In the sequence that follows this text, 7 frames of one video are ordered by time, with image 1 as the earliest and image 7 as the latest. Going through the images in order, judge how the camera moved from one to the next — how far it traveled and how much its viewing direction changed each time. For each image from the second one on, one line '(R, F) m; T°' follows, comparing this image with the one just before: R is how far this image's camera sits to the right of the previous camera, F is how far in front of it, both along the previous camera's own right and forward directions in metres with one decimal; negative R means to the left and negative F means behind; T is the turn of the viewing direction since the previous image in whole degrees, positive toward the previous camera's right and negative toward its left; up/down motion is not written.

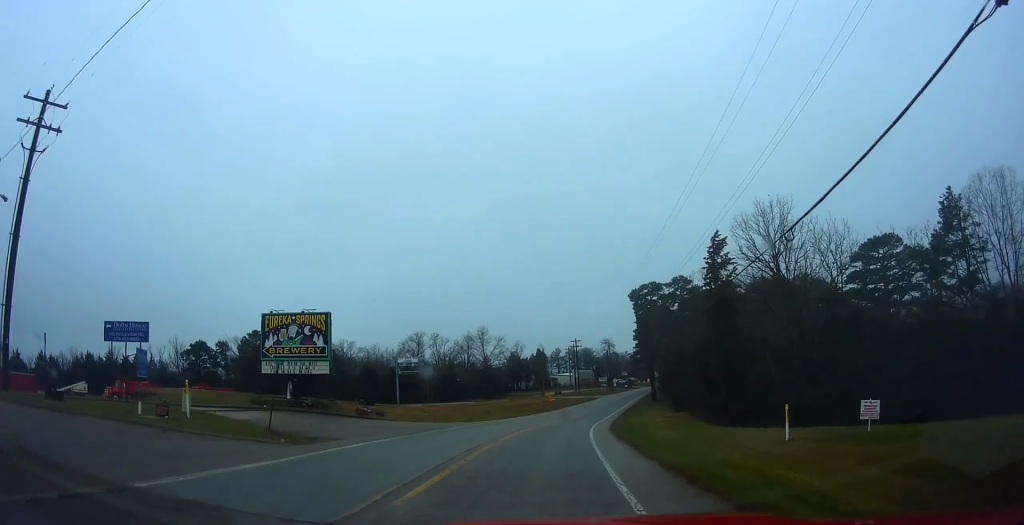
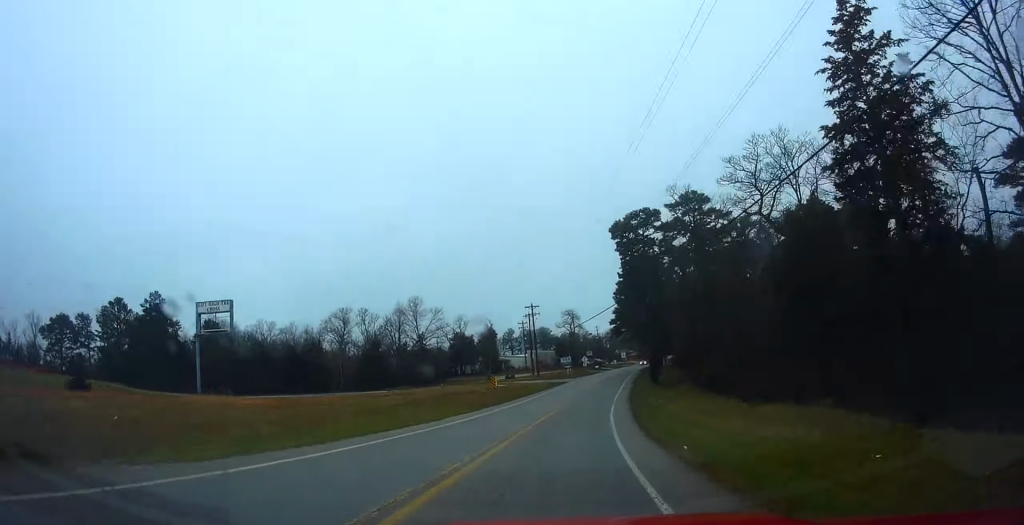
(+0.6, +31.3) m; +5°
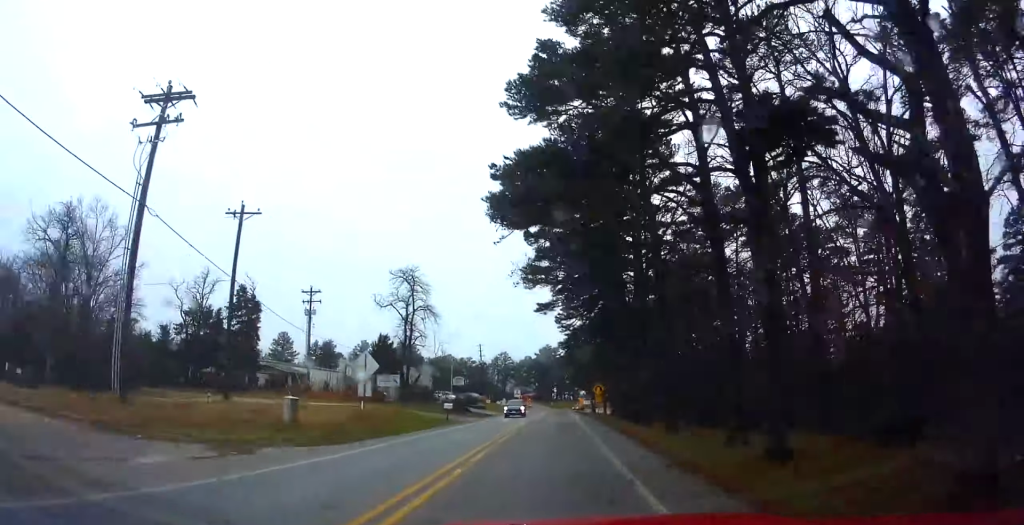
(+6.4, +70.2) m; +8°
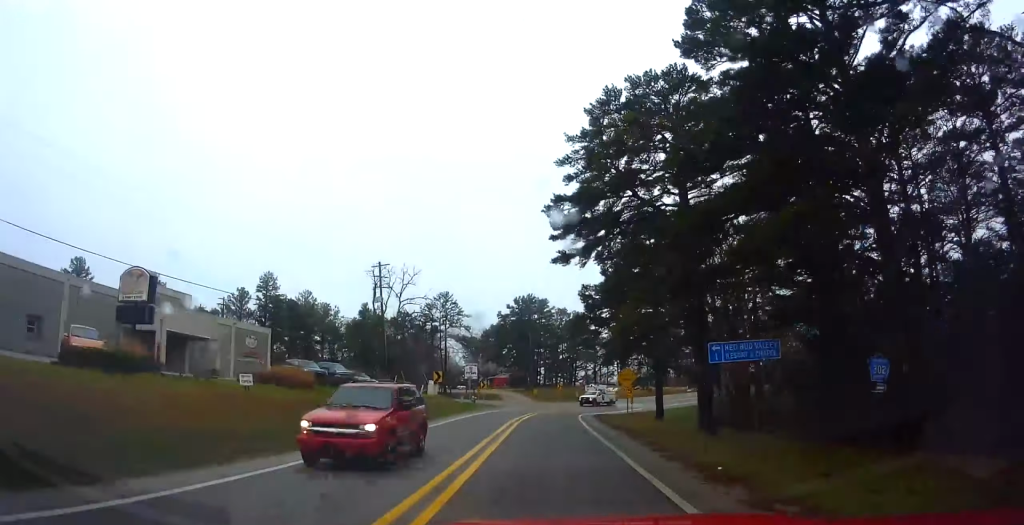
(+2.1, +71.5) m; +3°
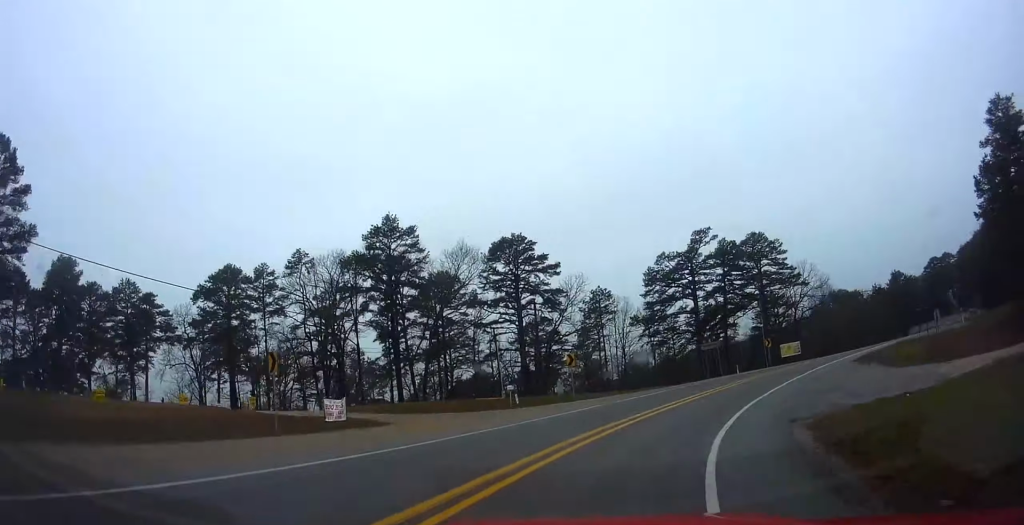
(+11.8, +89.6) m; +29°
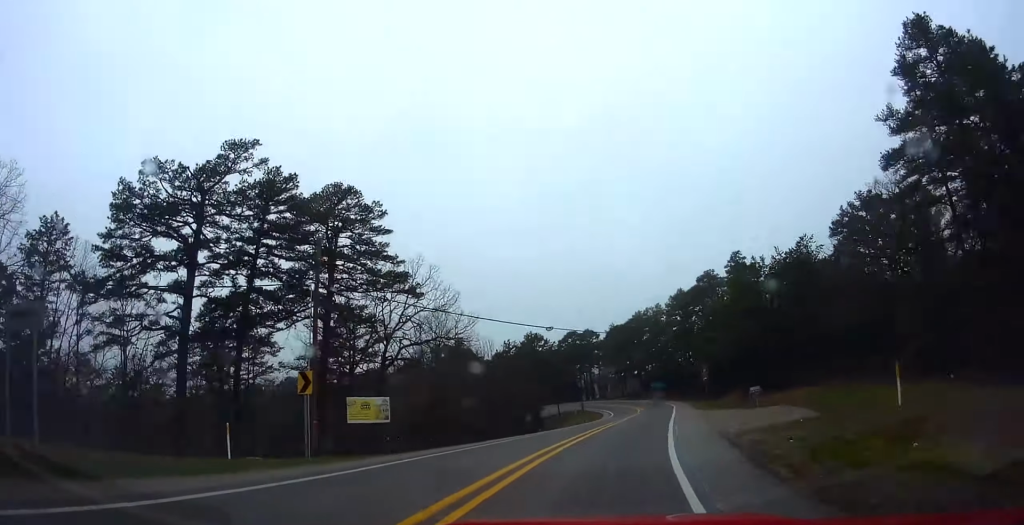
(+8.5, +37.8) m; +32°
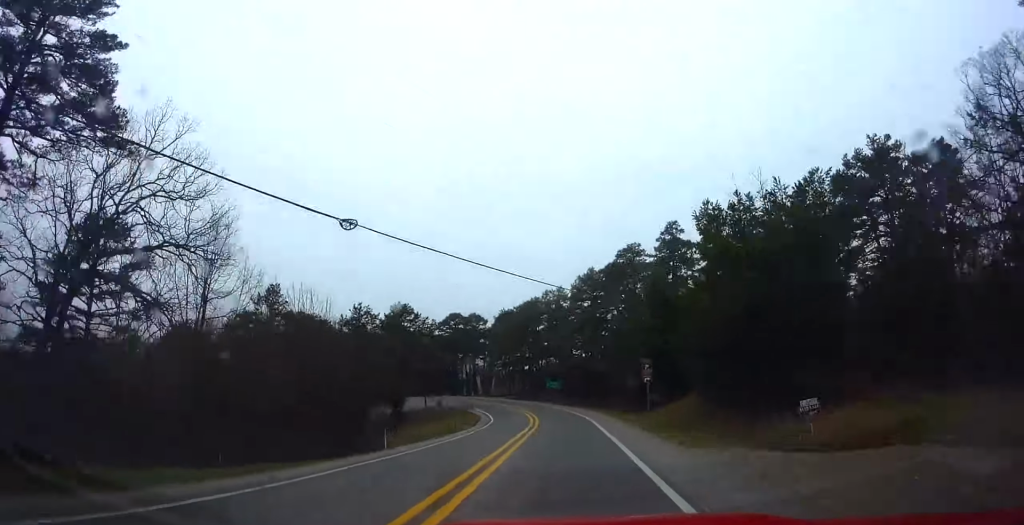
(+5.4, +23.3) m; +18°
